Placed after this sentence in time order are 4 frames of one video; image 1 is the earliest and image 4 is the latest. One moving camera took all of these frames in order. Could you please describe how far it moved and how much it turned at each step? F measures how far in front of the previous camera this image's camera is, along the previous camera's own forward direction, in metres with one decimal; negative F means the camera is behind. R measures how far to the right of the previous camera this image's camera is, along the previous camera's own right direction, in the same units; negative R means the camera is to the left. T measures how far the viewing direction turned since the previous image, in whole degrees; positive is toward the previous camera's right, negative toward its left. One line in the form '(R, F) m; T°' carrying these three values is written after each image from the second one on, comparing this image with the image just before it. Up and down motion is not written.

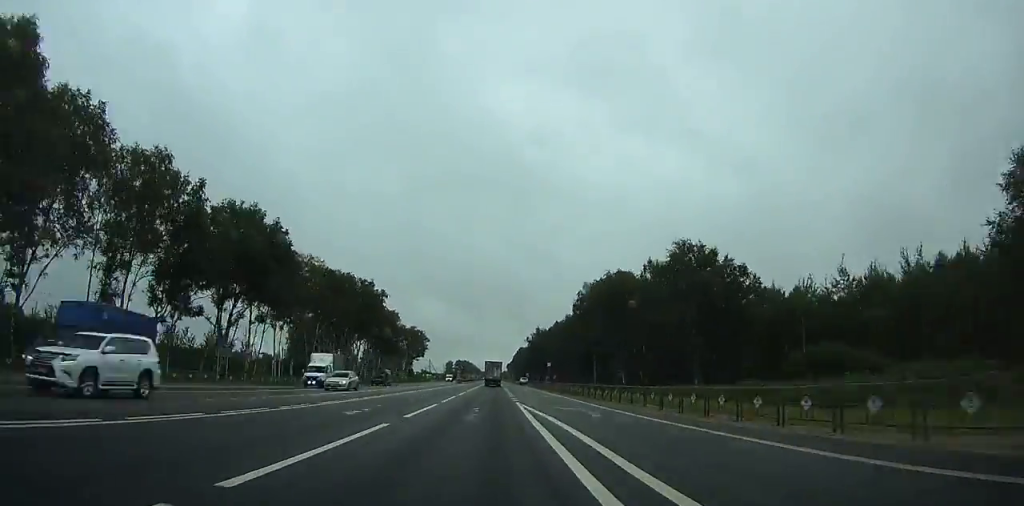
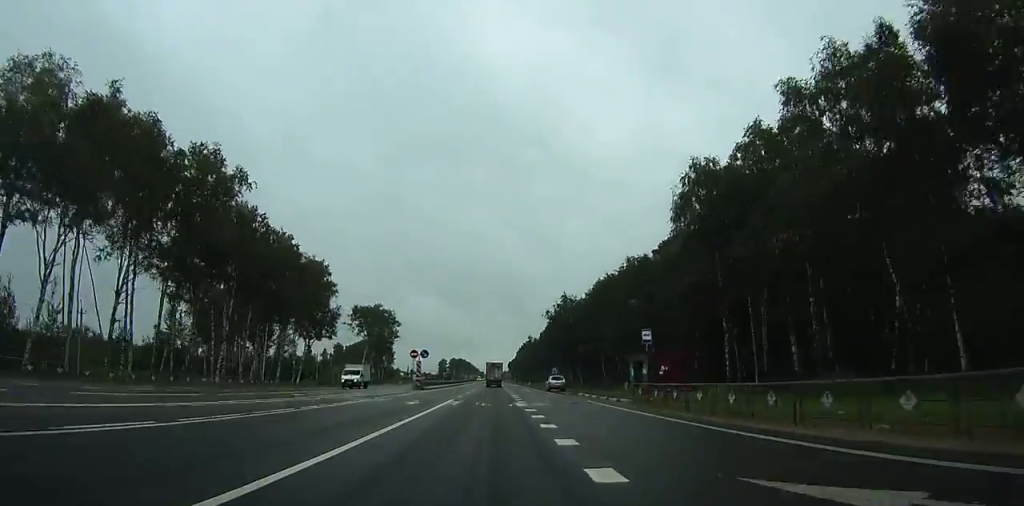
(-0.1, +57.7) m; 0°
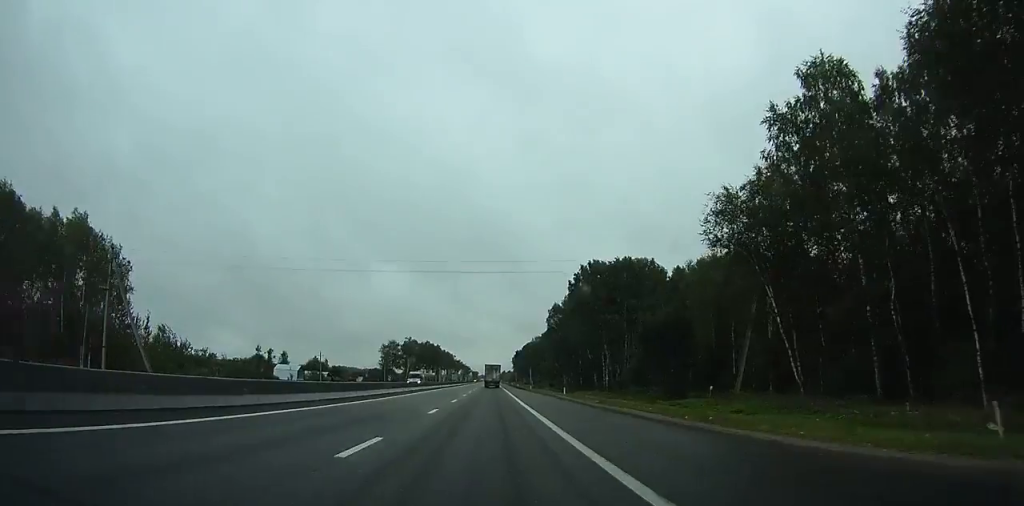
(+0.2, +222.0) m; 0°
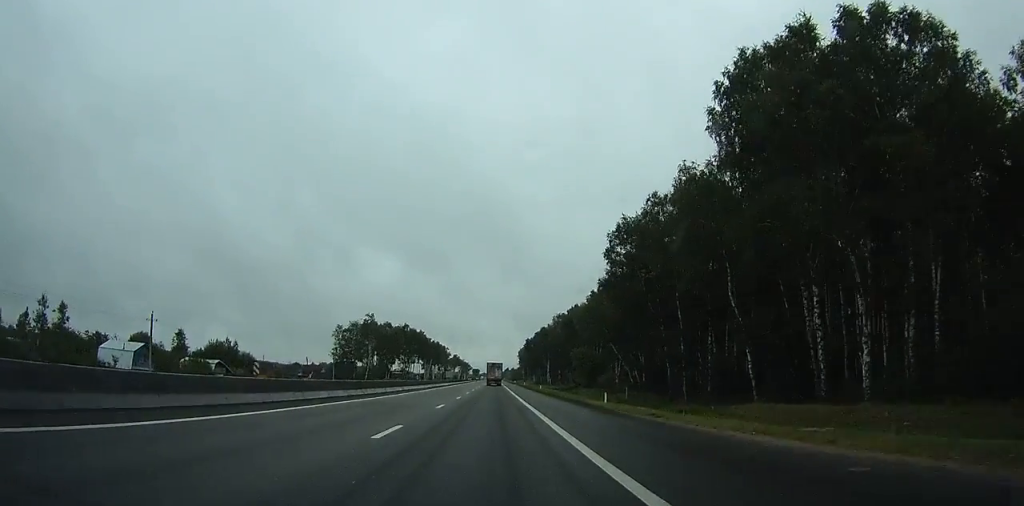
(0.0, +74.4) m; 0°
